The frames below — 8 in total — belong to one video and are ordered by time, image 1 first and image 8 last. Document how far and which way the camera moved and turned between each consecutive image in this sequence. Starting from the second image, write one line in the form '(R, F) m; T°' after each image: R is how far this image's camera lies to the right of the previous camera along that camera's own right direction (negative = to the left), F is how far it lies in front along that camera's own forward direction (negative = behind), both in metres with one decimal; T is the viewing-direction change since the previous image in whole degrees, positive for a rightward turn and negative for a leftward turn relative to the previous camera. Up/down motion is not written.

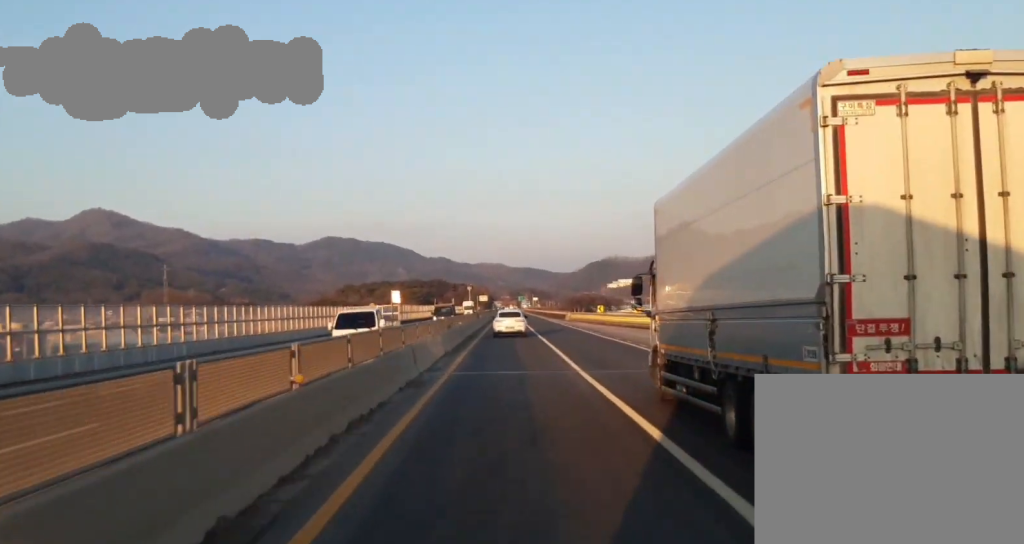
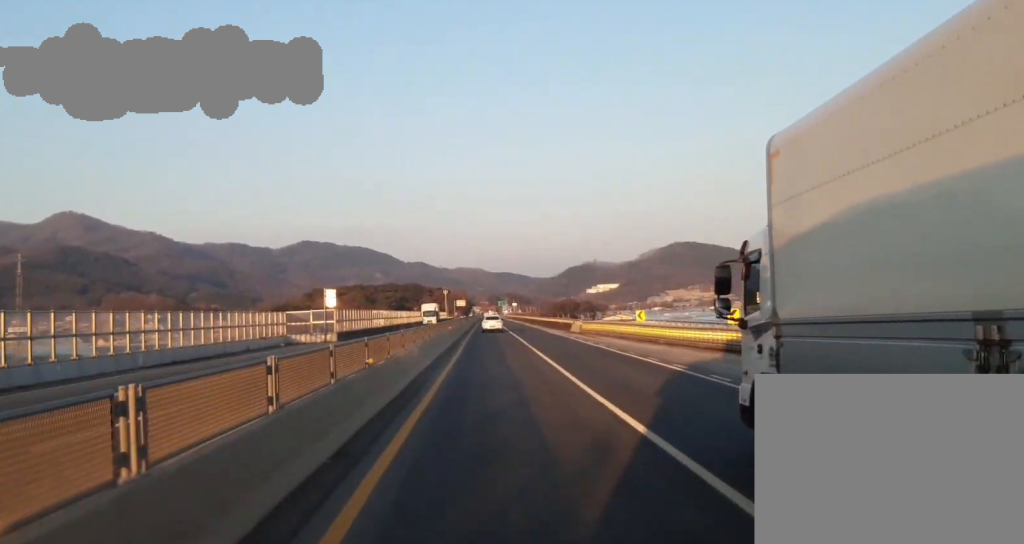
(-0.2, +33.3) m; +1°
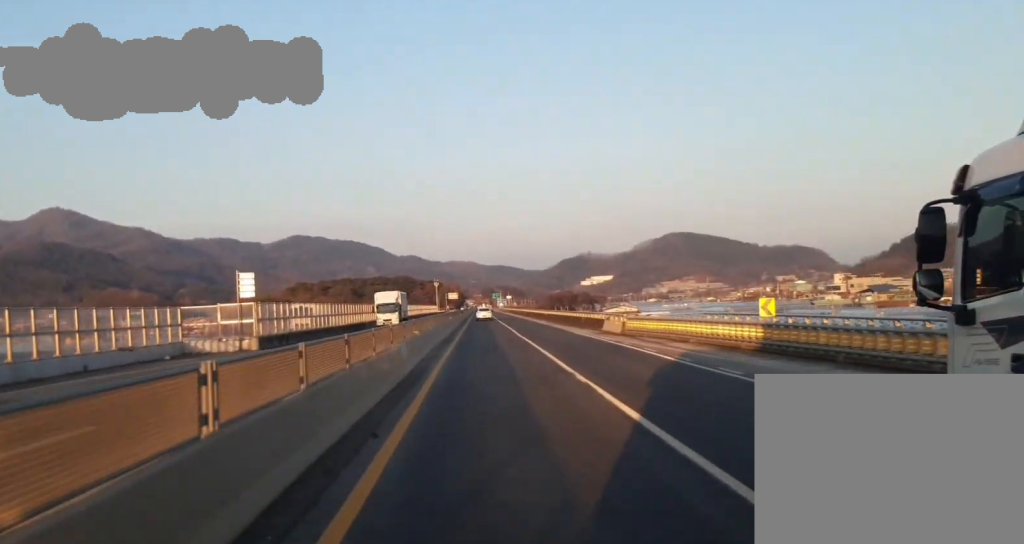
(+0.6, +27.0) m; +1°
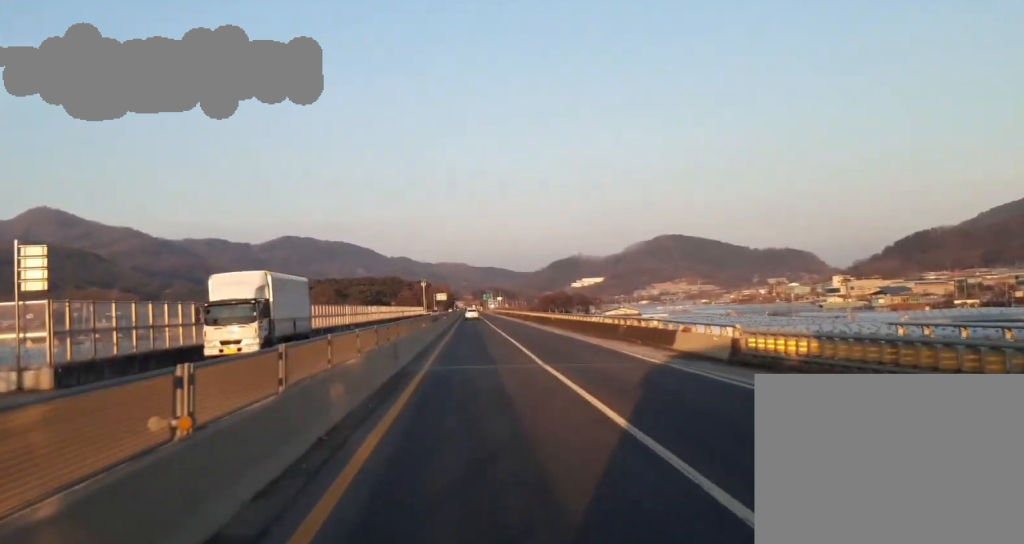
(+0.2, +23.7) m; 0°
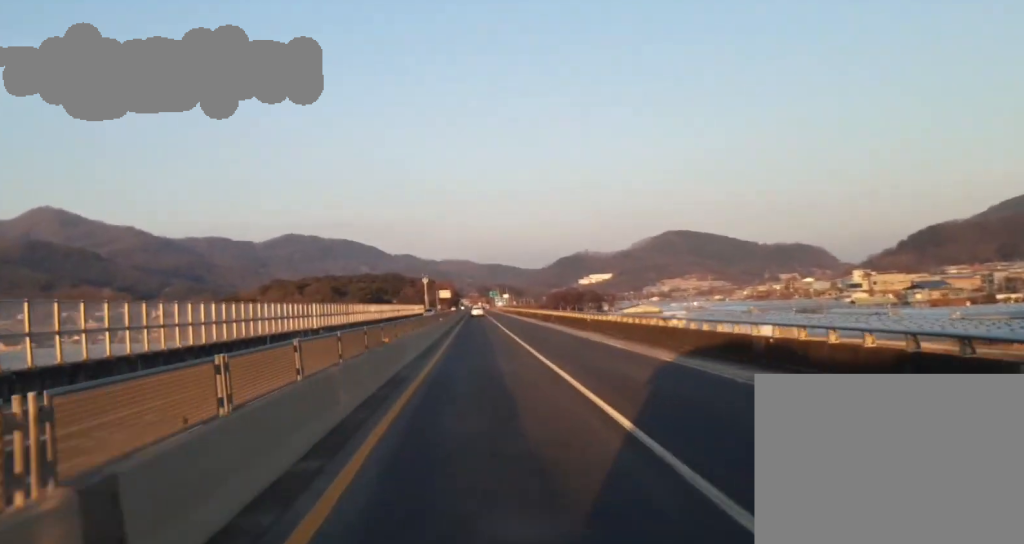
(+0.1, +22.0) m; 0°
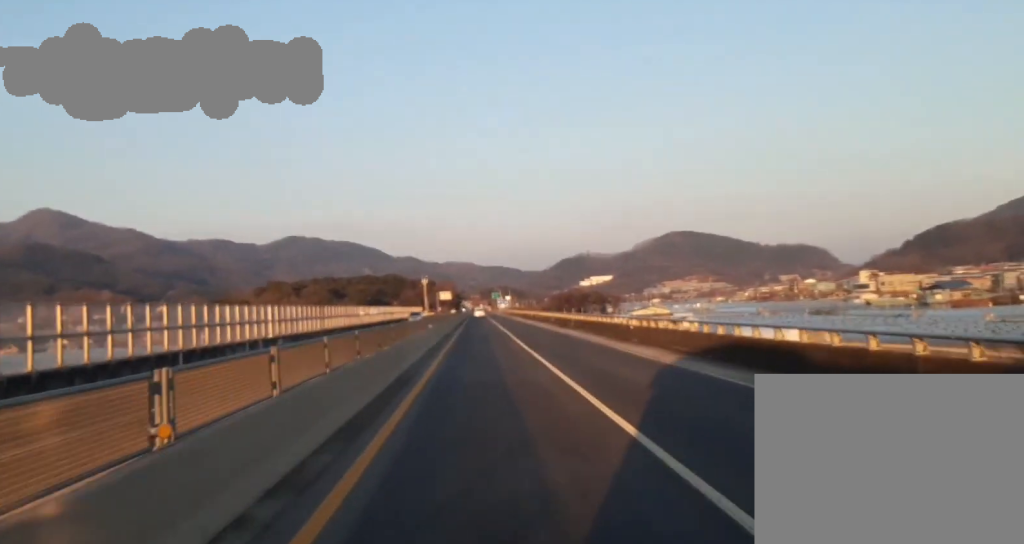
(-0.2, +18.1) m; 0°
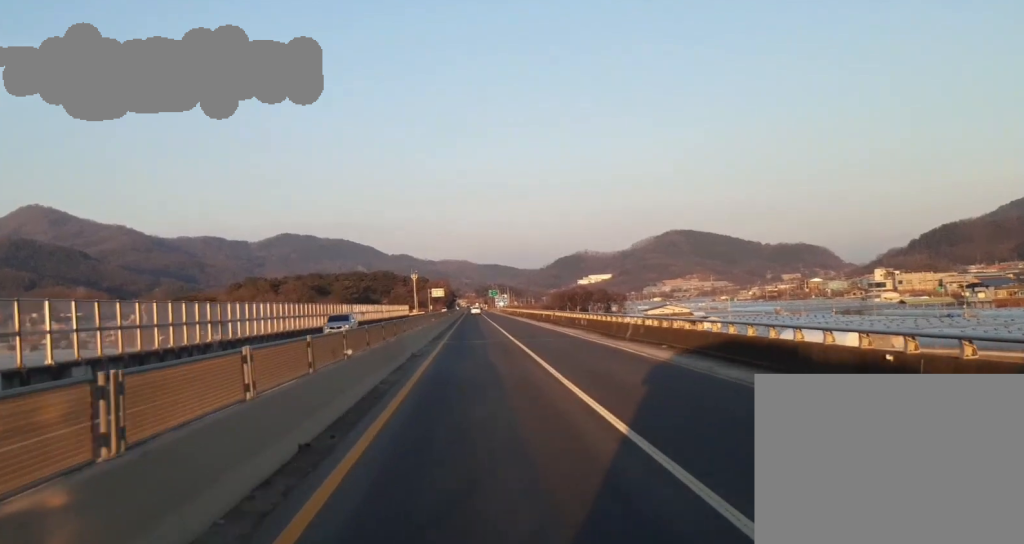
(-0.1, +29.5) m; 0°
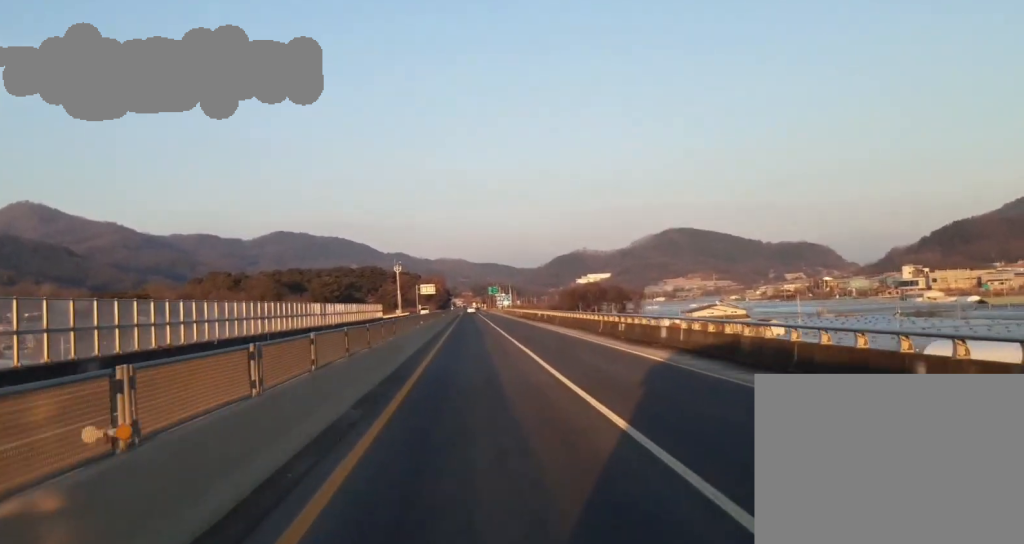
(-0.4, +54.4) m; 0°
